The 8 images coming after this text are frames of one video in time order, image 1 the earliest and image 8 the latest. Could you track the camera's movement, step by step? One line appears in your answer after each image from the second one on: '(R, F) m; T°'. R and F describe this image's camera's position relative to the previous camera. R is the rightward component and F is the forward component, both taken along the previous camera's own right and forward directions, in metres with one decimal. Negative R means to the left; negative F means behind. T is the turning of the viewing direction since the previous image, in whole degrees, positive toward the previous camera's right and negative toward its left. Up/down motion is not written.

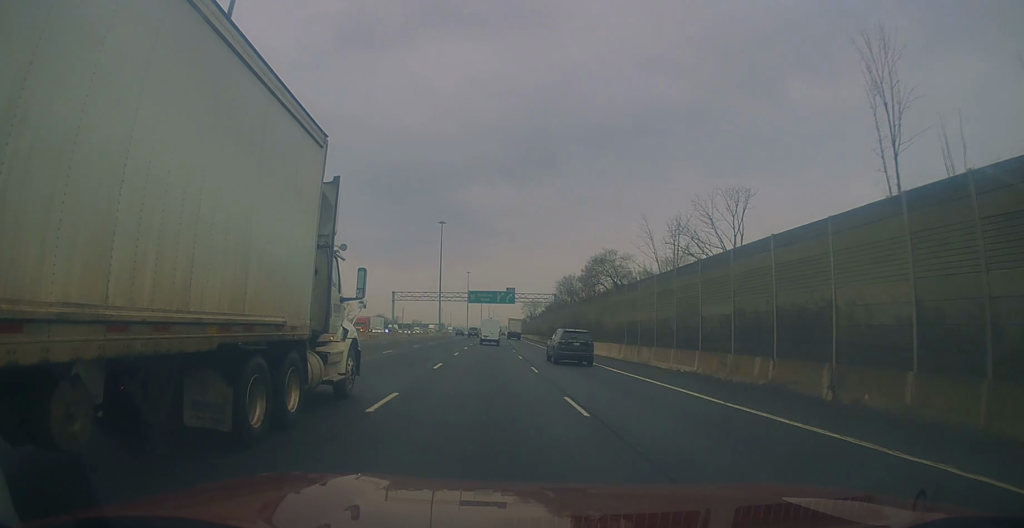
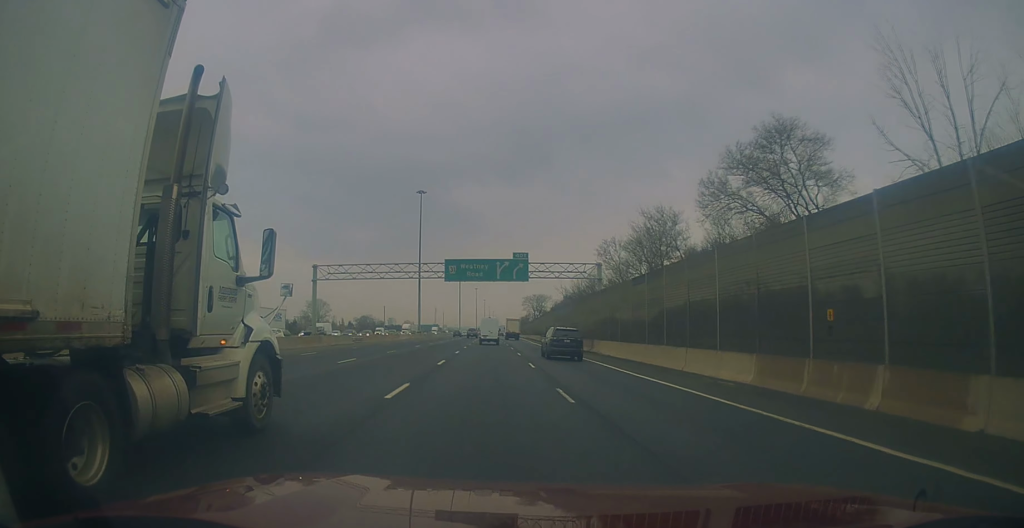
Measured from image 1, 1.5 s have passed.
(-0.1, +43.0) m; 0°
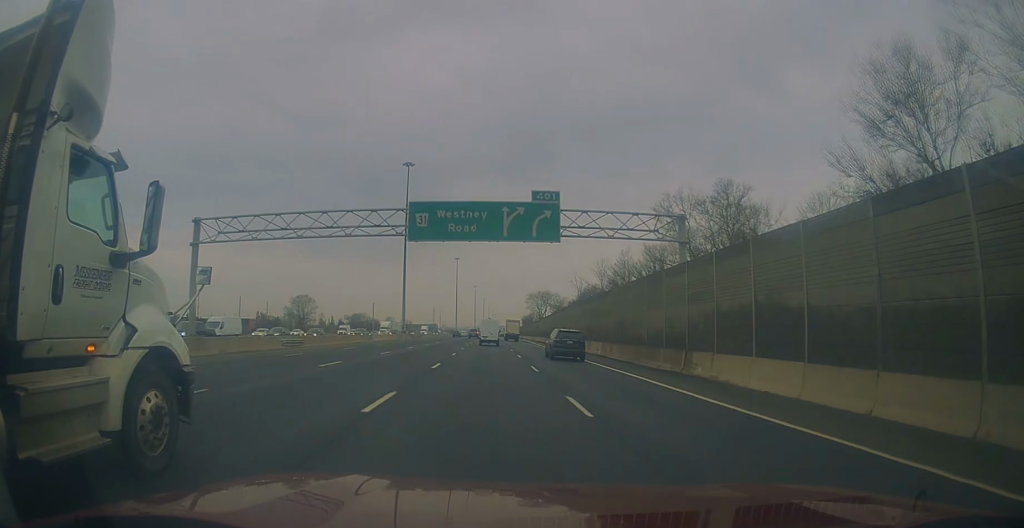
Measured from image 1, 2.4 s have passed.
(+0.2, +25.7) m; +1°
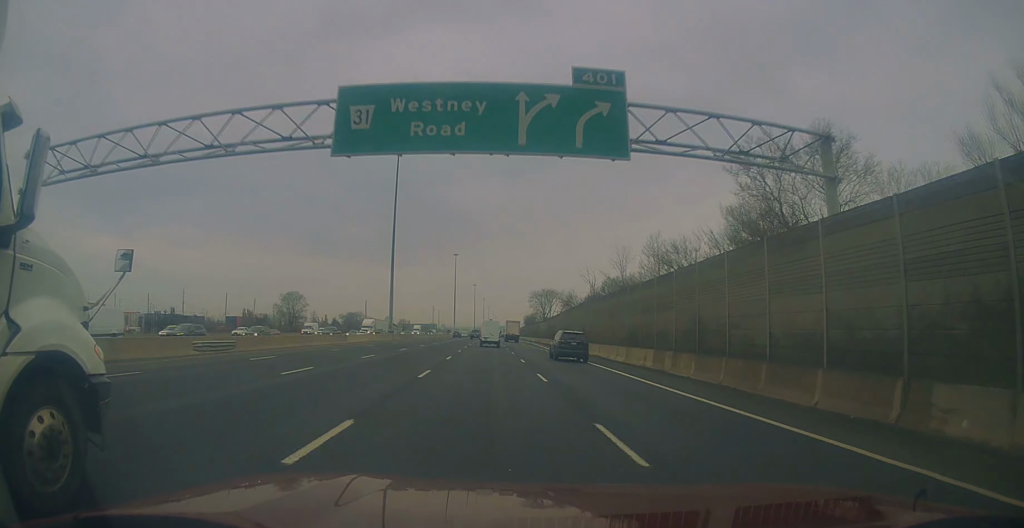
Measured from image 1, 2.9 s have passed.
(+0.1, +16.2) m; 0°
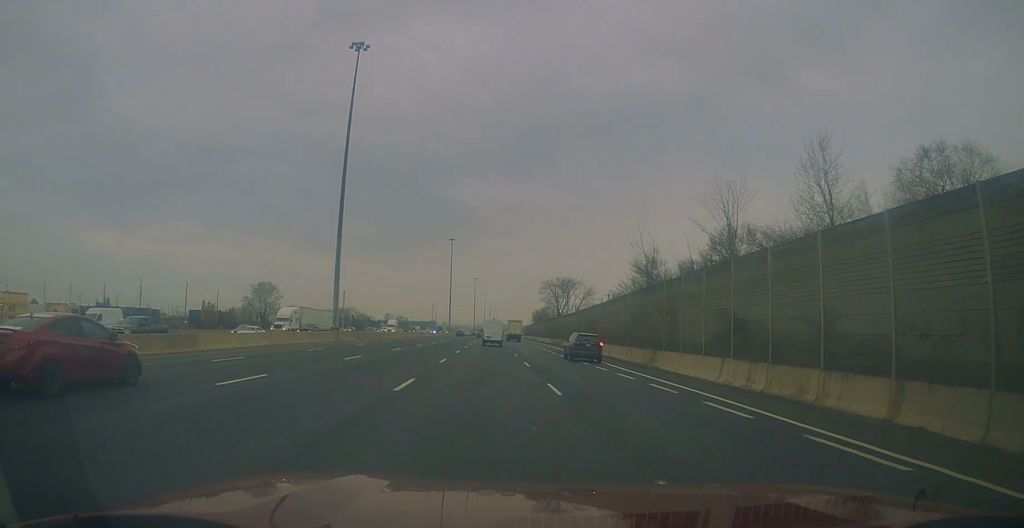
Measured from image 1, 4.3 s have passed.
(-0.1, +41.6) m; -1°
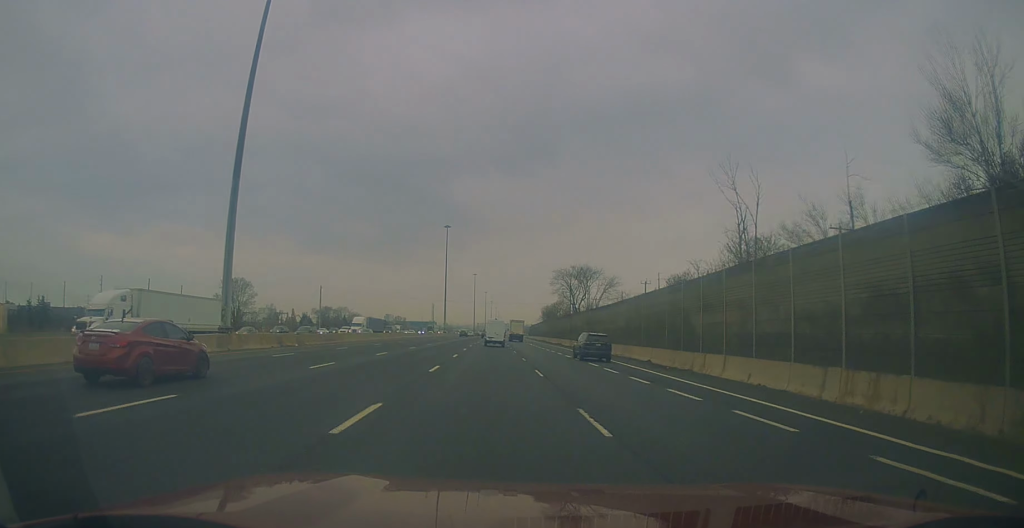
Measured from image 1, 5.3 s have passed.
(-0.1, +28.1) m; 0°
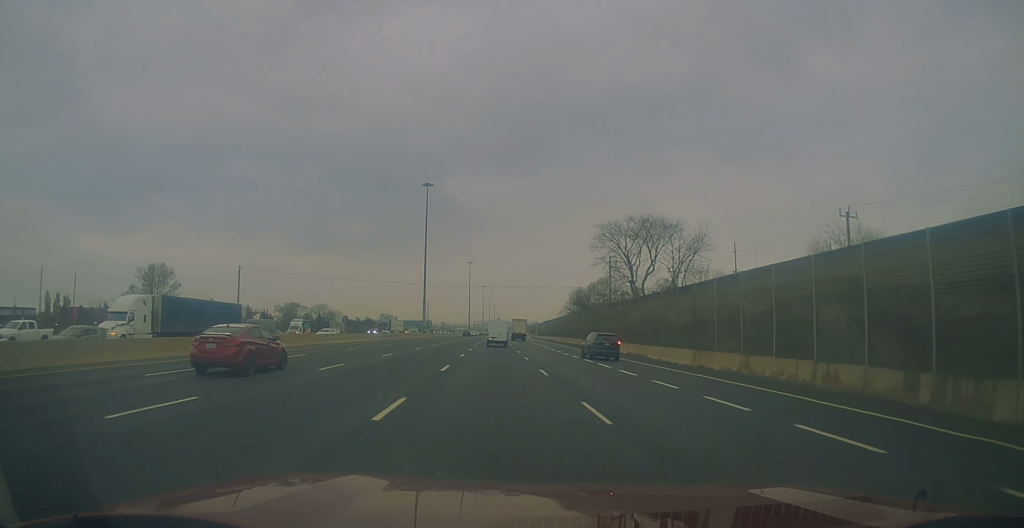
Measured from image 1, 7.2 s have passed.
(+0.4, +53.1) m; +1°
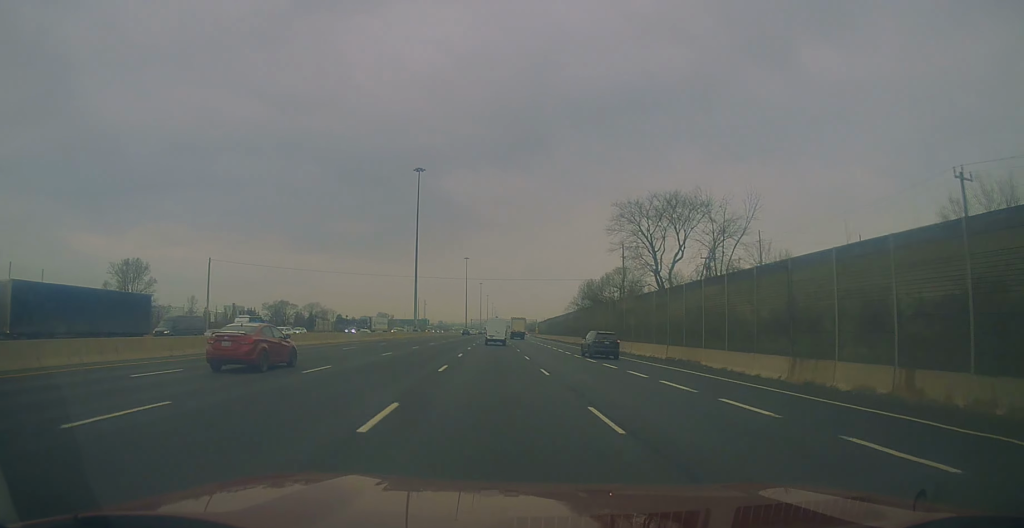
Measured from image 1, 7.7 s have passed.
(+0.1, +12.1) m; 0°
